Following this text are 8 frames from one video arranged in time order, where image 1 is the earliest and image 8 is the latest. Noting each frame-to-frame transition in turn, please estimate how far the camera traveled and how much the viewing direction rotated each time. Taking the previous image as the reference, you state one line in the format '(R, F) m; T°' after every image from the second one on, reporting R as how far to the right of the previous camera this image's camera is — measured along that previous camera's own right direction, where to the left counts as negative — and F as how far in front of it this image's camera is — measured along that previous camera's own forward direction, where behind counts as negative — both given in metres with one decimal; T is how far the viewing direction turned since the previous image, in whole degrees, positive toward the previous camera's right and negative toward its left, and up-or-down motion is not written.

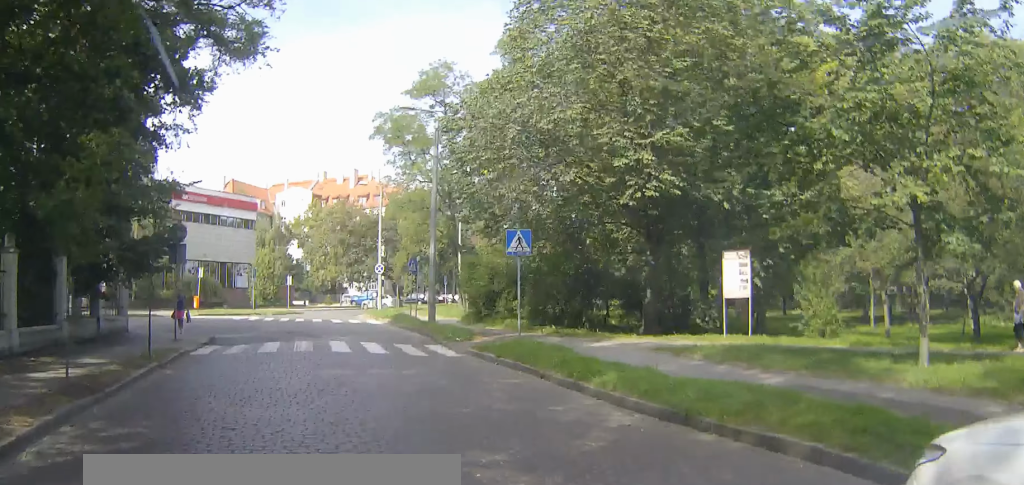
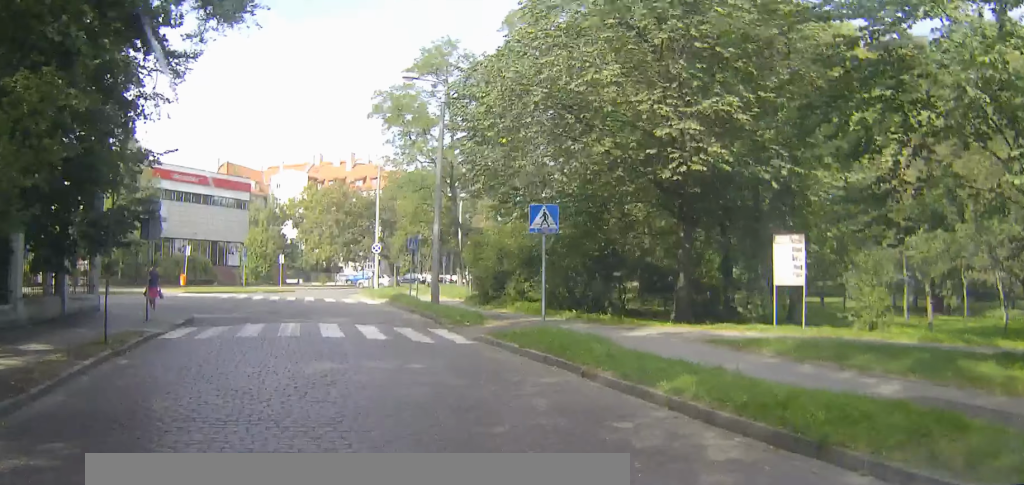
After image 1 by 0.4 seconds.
(0.0, +3.0) m; 0°
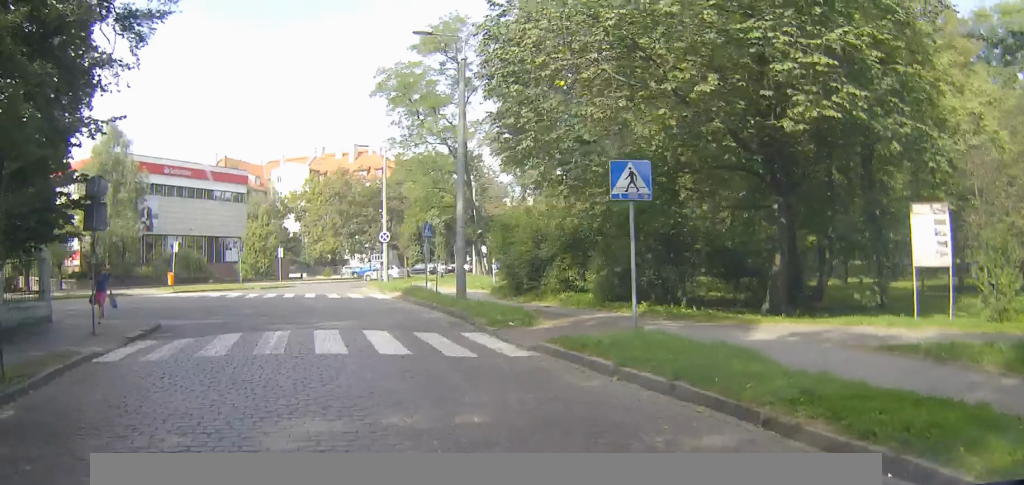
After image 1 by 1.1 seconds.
(+0.1, +5.3) m; 0°
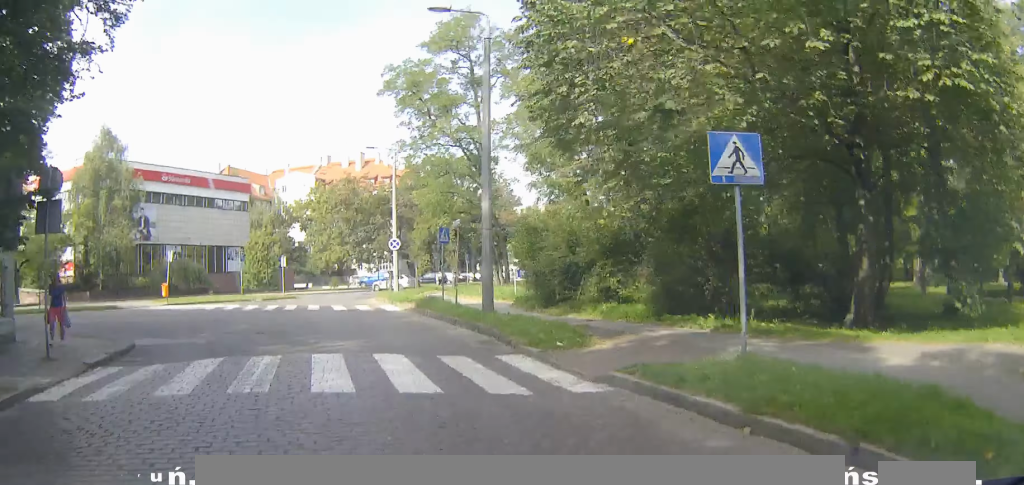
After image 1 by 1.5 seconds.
(0.0, +3.2) m; 0°
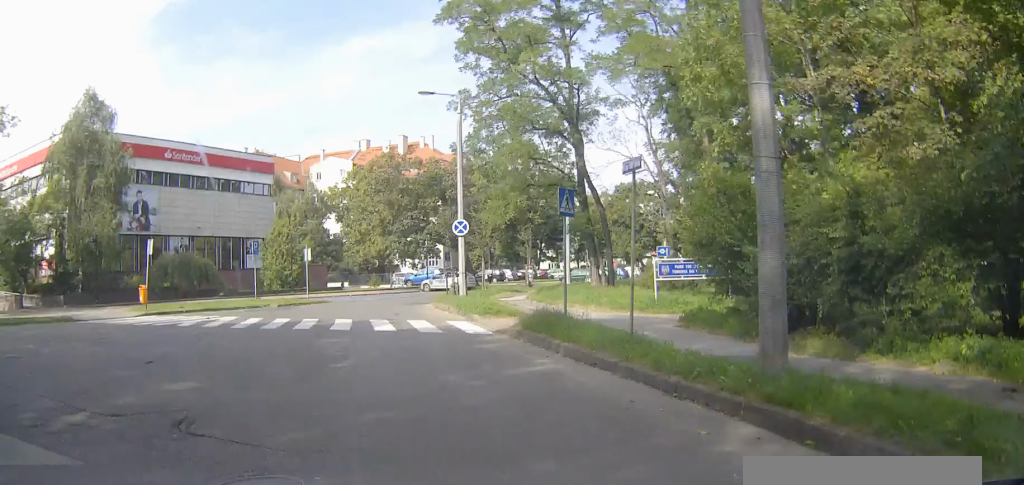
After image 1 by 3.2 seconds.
(-0.3, +11.9) m; -3°
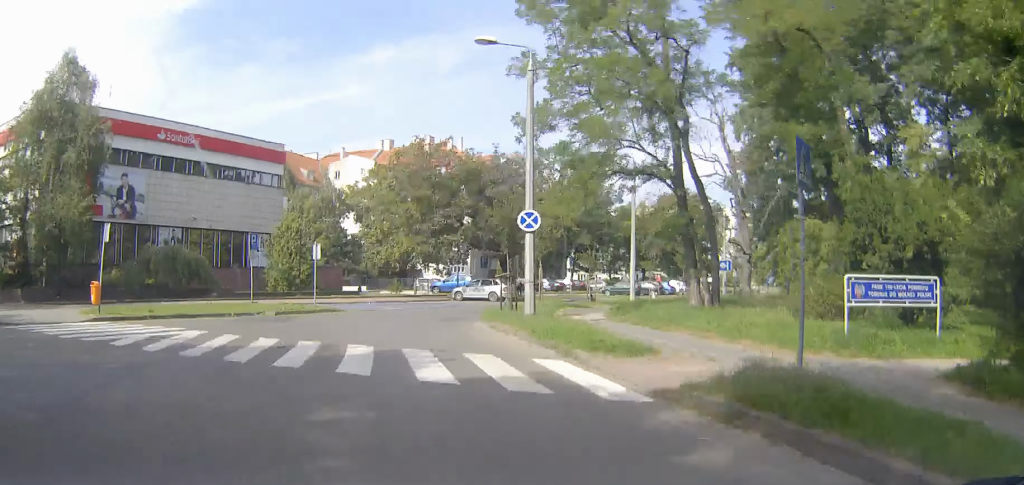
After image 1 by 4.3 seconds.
(-0.1, +8.4) m; -1°
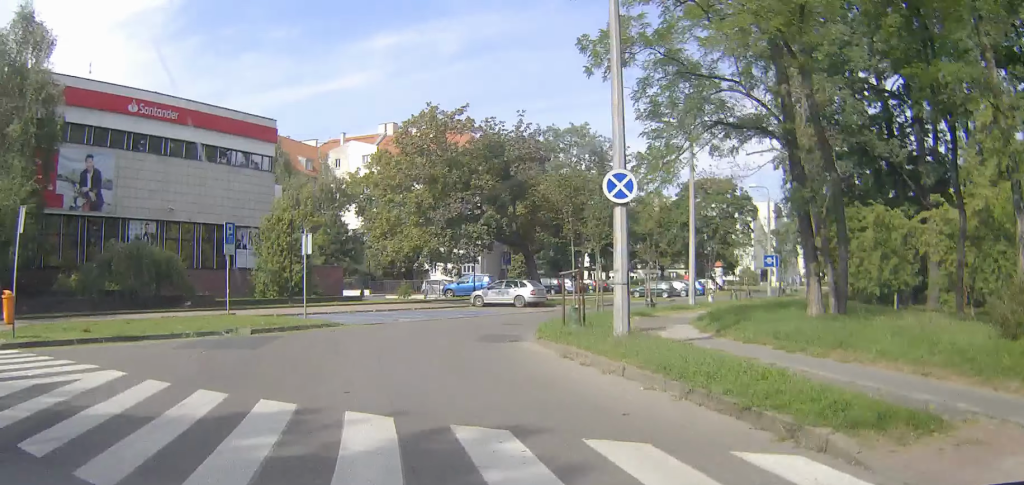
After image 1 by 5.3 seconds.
(0.0, +7.2) m; 0°
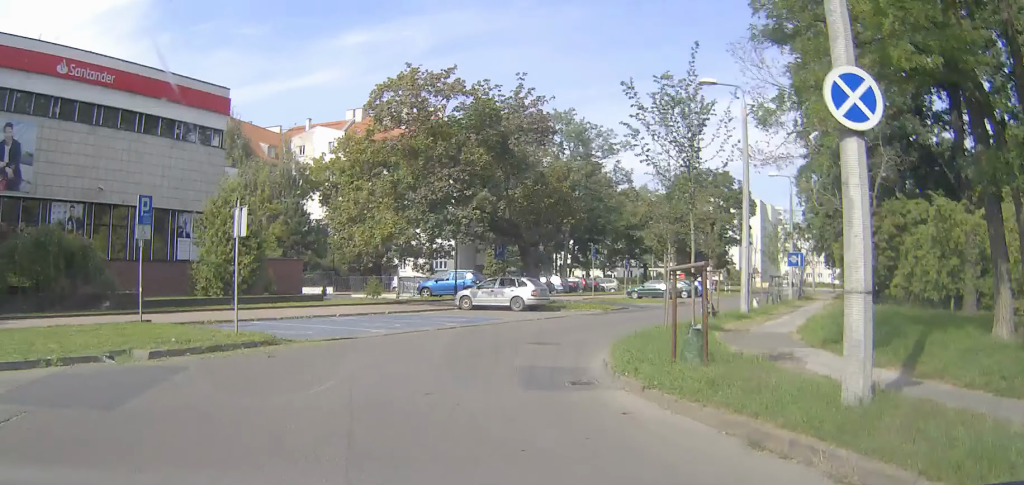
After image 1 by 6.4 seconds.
(0.0, +7.9) m; +2°
